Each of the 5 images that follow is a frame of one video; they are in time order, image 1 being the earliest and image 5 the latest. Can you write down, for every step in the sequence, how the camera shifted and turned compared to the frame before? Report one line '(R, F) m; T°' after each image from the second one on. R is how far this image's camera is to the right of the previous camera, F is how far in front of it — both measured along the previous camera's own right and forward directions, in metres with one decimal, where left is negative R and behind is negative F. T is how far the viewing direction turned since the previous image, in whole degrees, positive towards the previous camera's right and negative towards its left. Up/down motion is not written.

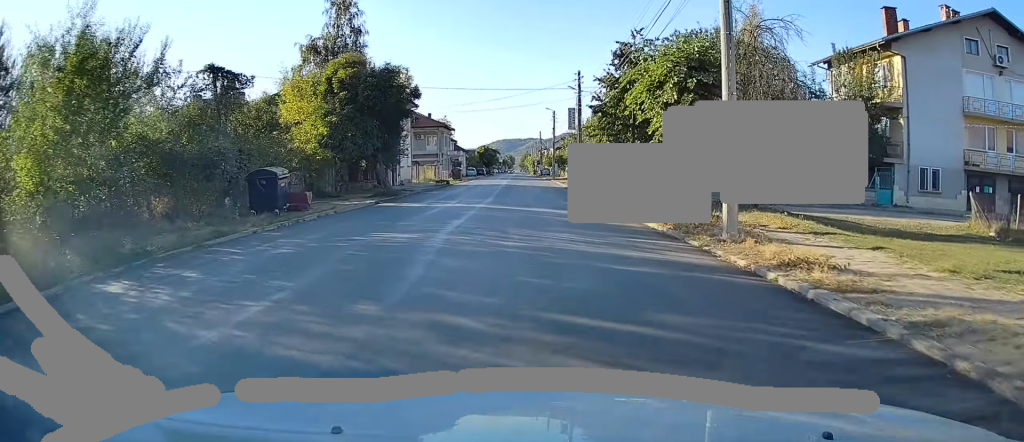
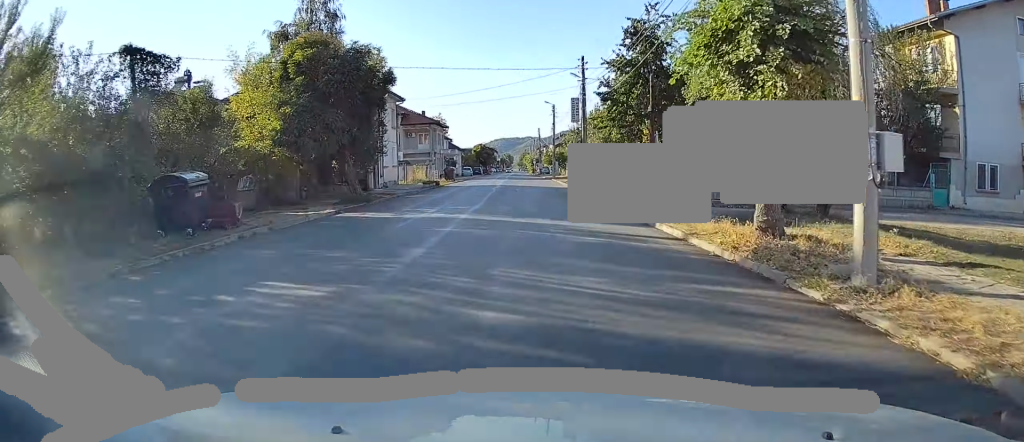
(0.0, +5.3) m; 0°
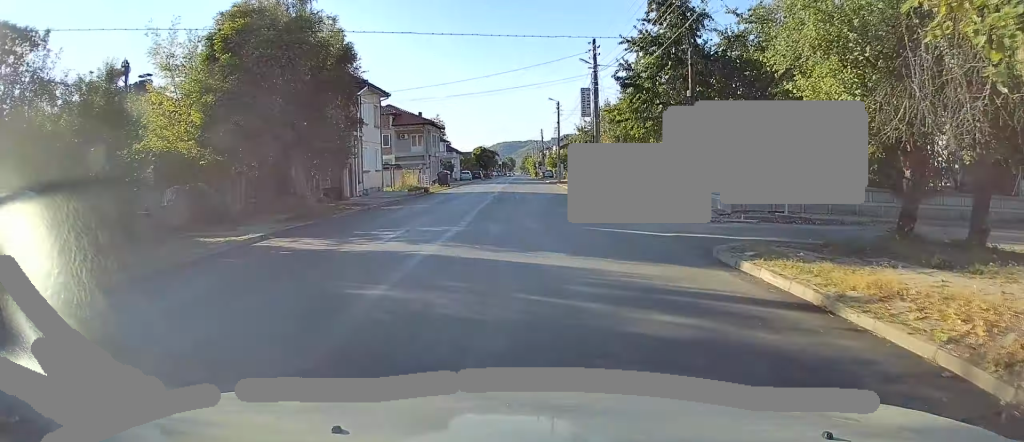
(-0.1, +6.2) m; 0°
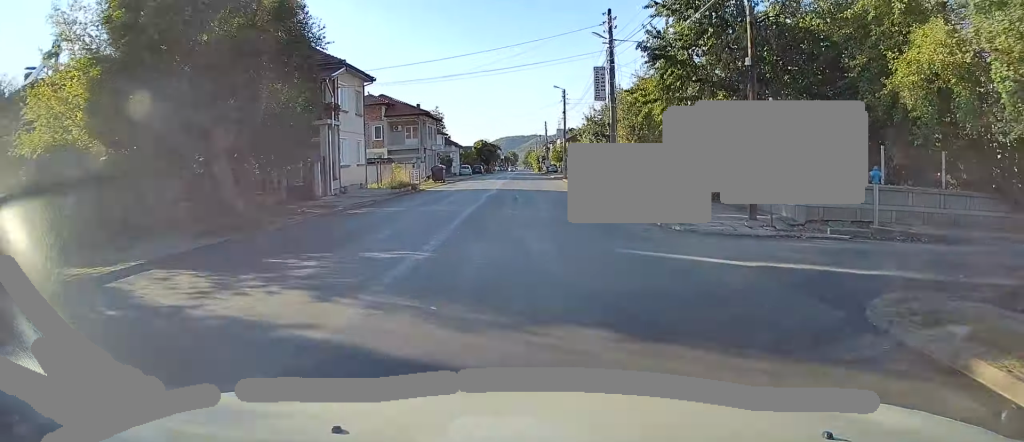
(0.0, +5.3) m; 0°
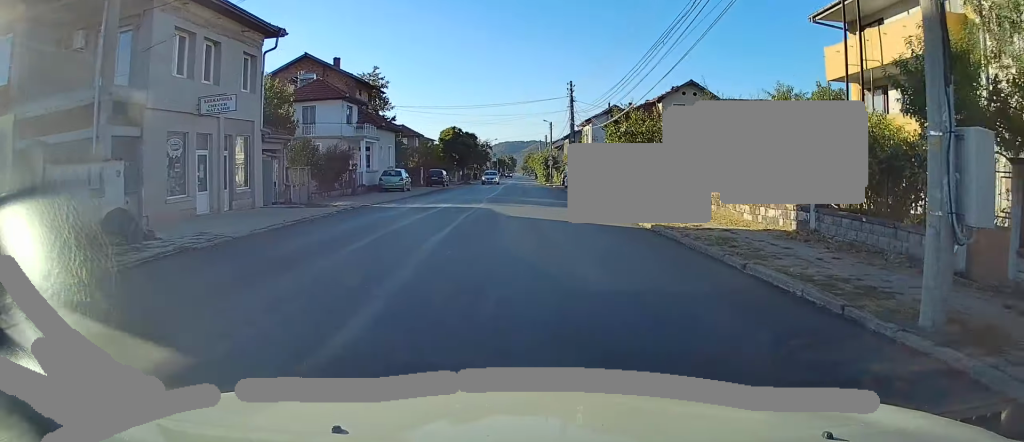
(-0.3, +52.5) m; +1°
